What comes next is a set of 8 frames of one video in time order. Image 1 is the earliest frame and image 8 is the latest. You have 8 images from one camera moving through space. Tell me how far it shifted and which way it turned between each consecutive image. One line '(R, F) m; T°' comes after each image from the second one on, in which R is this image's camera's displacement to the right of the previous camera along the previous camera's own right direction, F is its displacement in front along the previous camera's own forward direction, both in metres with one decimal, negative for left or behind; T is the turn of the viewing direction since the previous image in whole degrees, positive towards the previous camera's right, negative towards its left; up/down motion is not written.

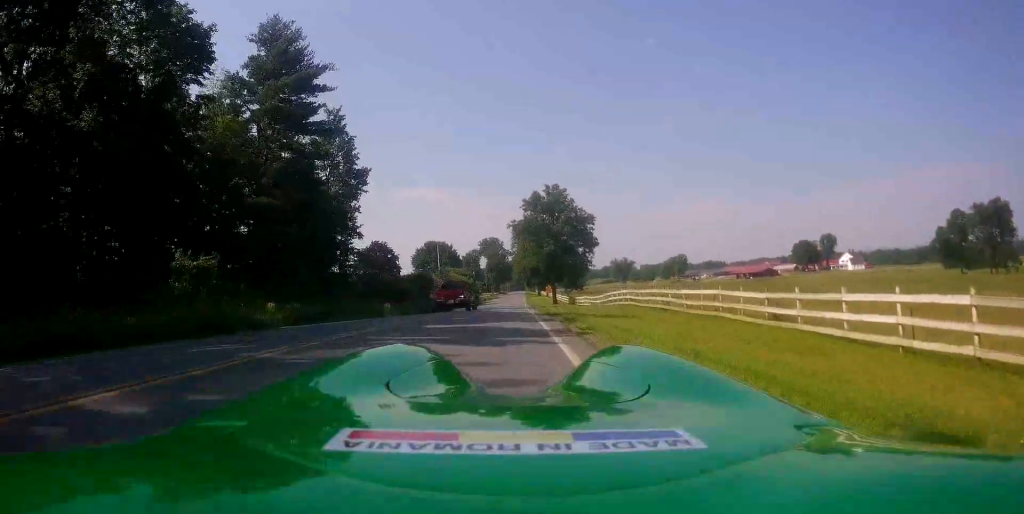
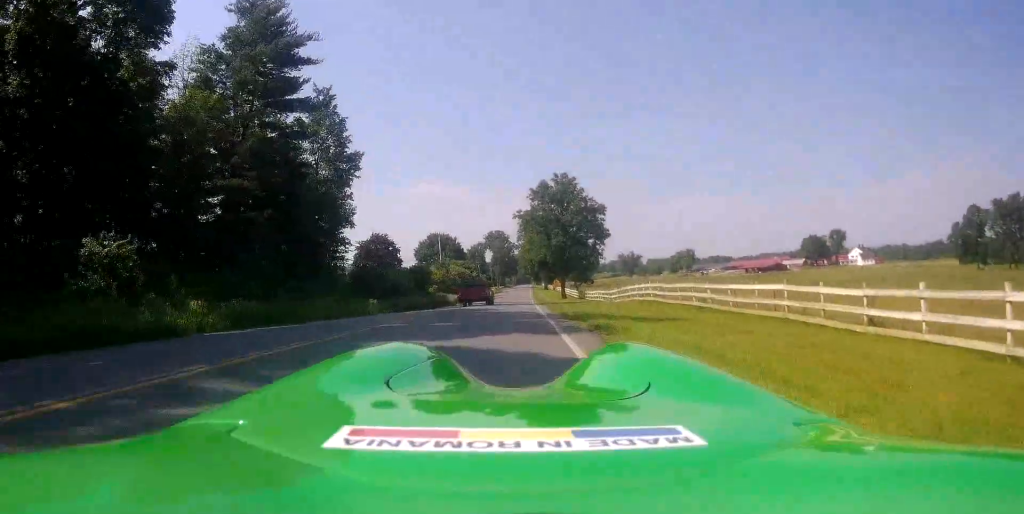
(0.0, +5.4) m; 0°
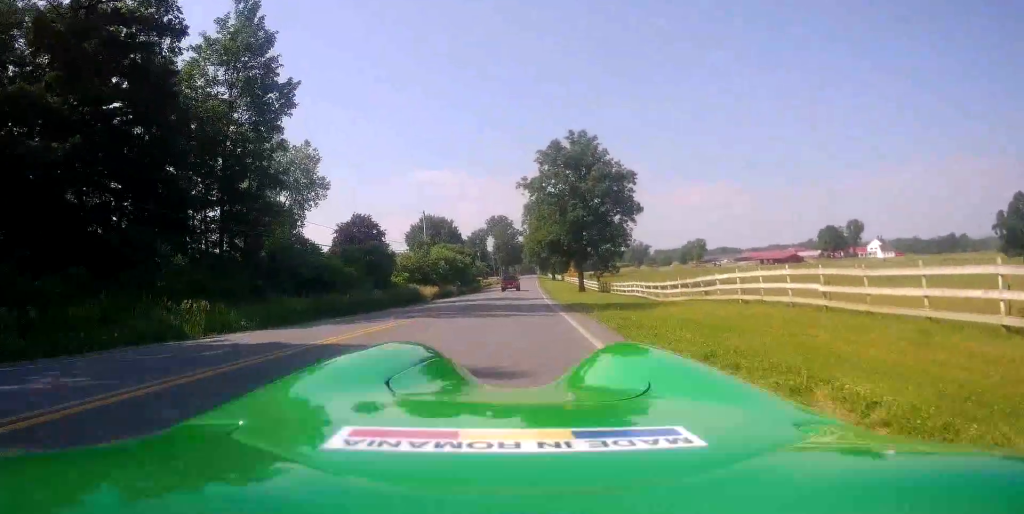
(-0.5, +18.9) m; -2°
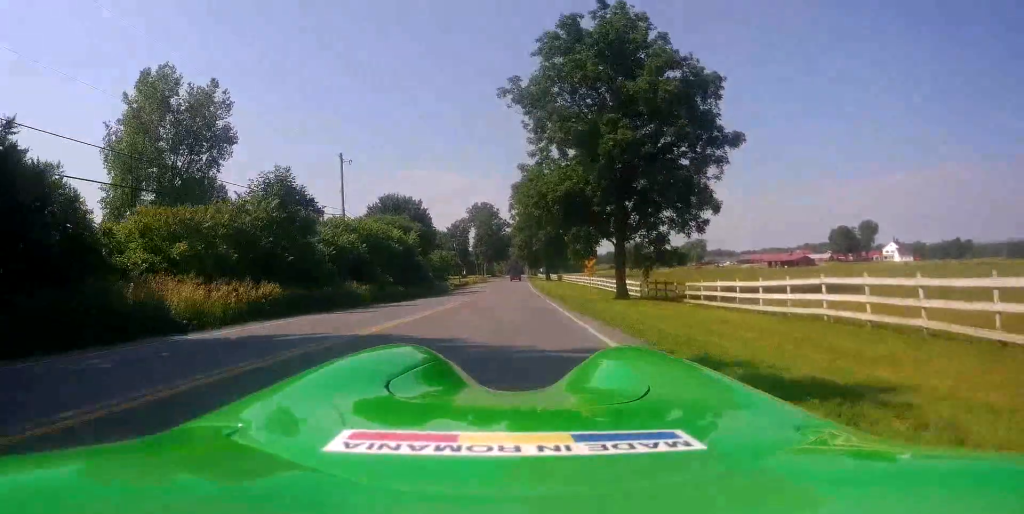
(+1.1, +30.8) m; +1°
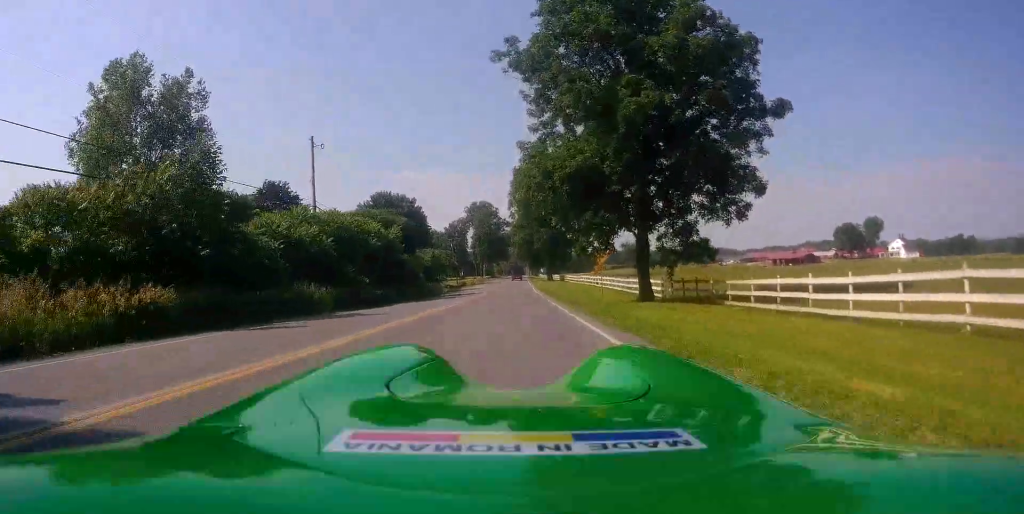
(-0.2, +6.1) m; 0°
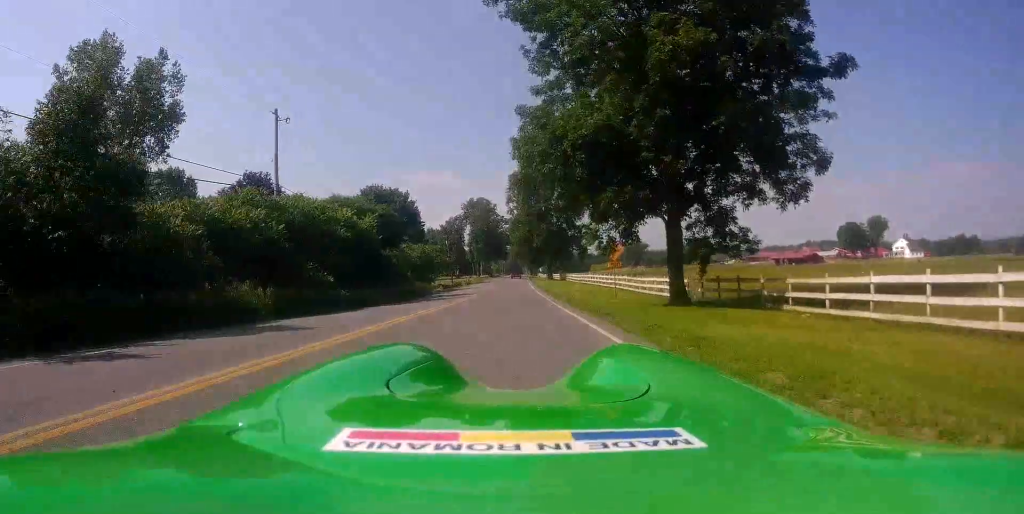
(+0.3, +5.7) m; 0°
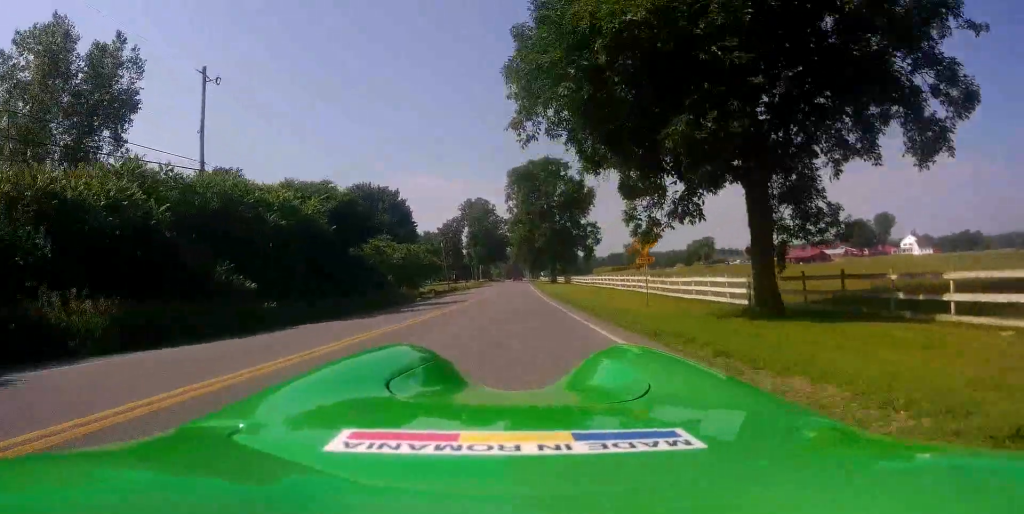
(+0.1, +7.8) m; 0°
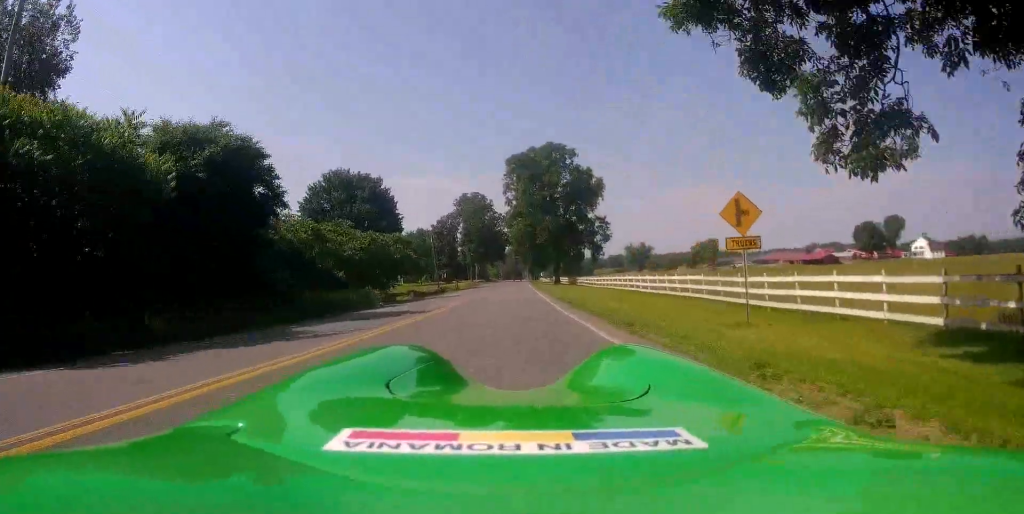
(-0.4, +11.6) m; -1°
